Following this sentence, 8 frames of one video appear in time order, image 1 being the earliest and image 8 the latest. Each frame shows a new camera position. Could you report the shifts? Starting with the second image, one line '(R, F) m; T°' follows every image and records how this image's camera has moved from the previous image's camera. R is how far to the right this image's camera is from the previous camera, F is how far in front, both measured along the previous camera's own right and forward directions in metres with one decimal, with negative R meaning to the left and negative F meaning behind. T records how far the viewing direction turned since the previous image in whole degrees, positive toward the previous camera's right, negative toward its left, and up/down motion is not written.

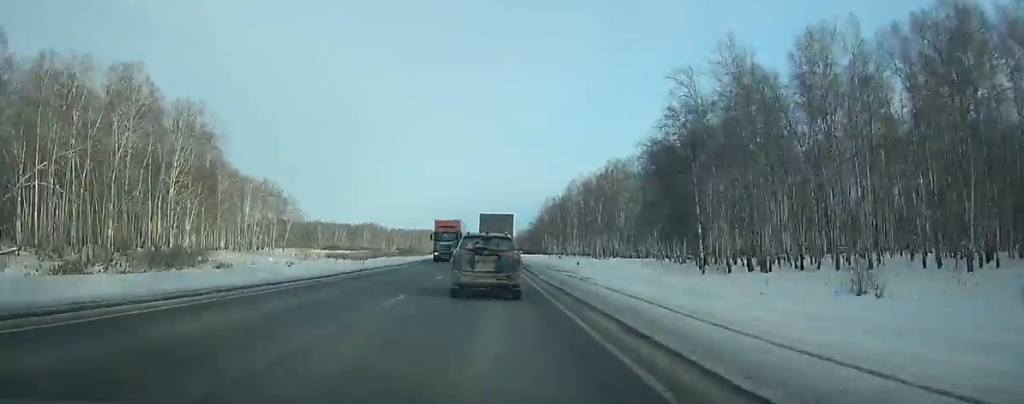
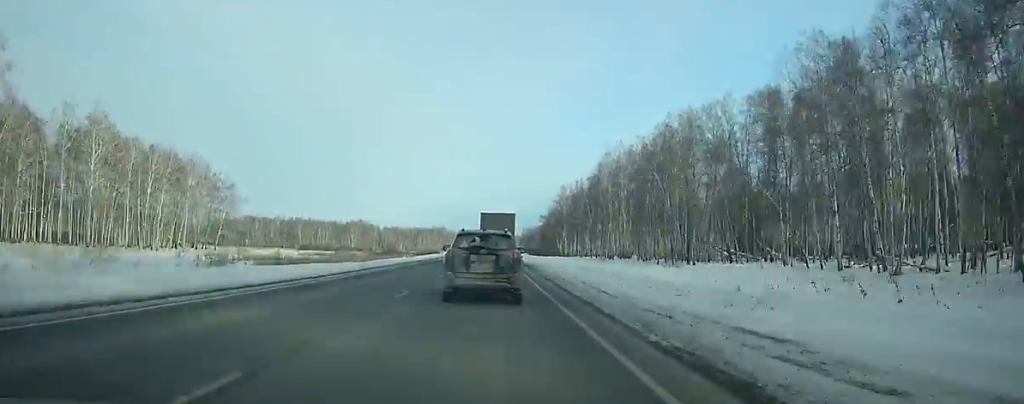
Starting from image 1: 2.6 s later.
(0.0, +57.2) m; 0°
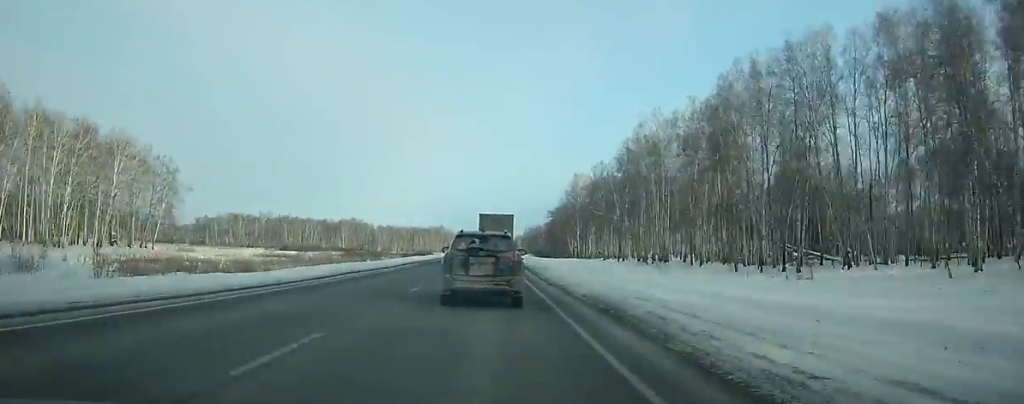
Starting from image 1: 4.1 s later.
(0.0, +32.9) m; 0°
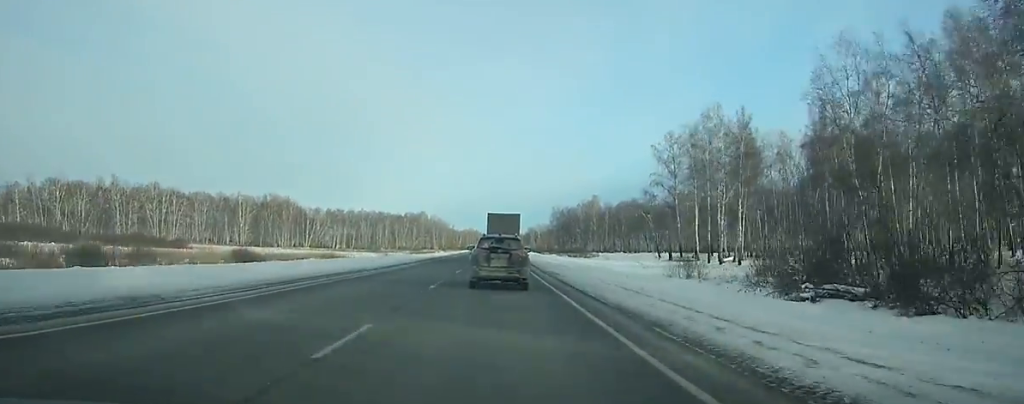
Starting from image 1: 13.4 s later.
(0.0, +203.3) m; 0°
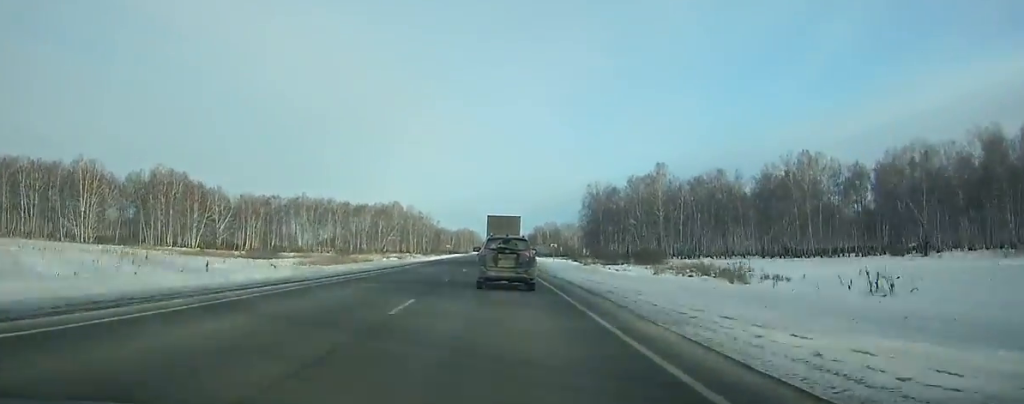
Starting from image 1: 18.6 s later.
(-0.1, +112.4) m; 0°
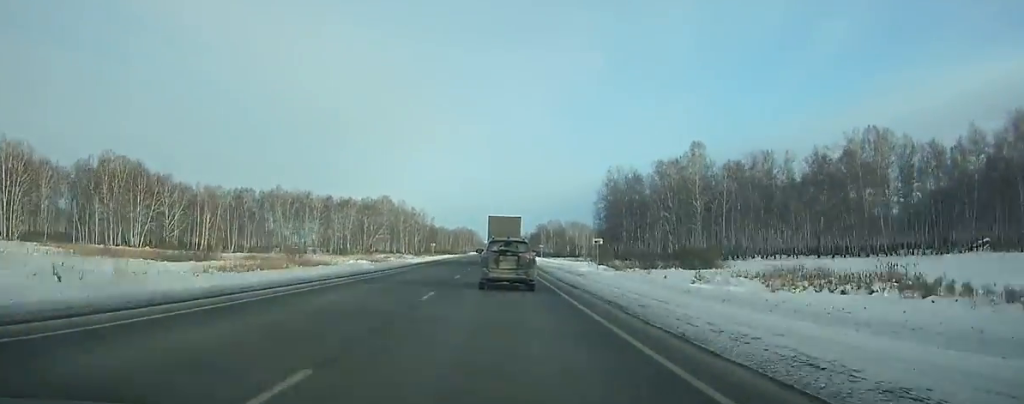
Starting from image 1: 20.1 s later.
(-0.1, +31.9) m; 0°
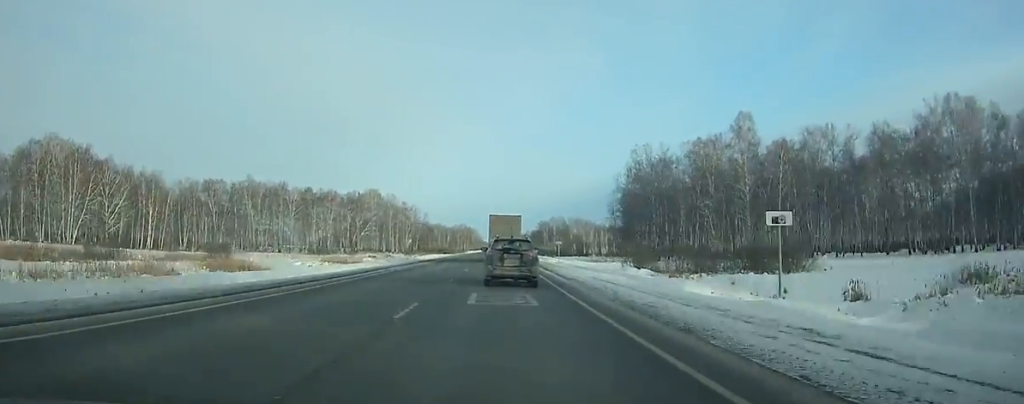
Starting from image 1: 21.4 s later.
(0.0, +27.5) m; 0°
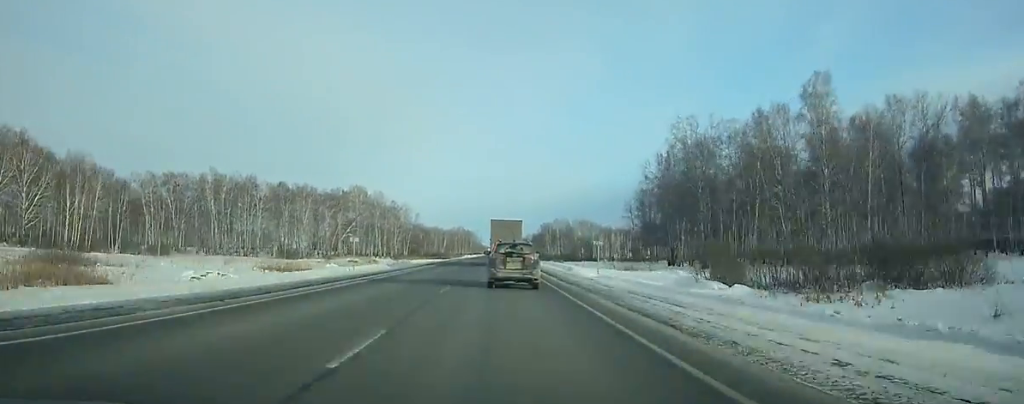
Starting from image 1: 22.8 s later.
(0.0, +29.5) m; 0°
